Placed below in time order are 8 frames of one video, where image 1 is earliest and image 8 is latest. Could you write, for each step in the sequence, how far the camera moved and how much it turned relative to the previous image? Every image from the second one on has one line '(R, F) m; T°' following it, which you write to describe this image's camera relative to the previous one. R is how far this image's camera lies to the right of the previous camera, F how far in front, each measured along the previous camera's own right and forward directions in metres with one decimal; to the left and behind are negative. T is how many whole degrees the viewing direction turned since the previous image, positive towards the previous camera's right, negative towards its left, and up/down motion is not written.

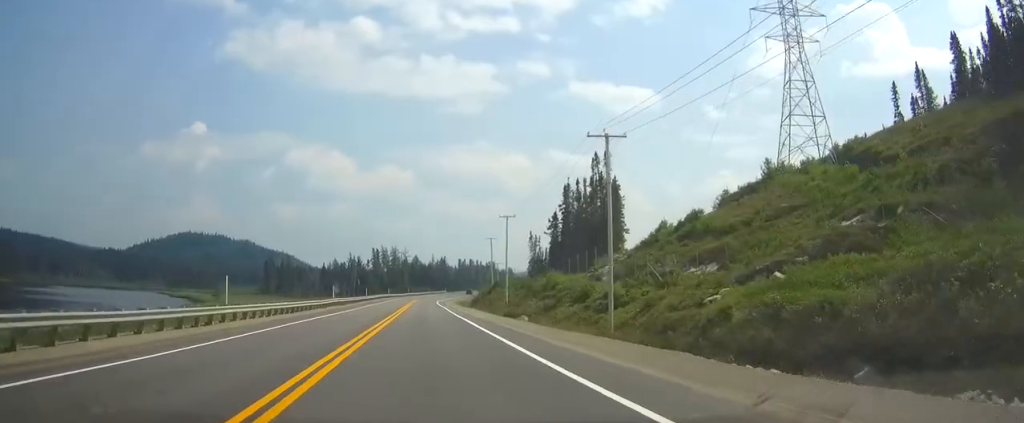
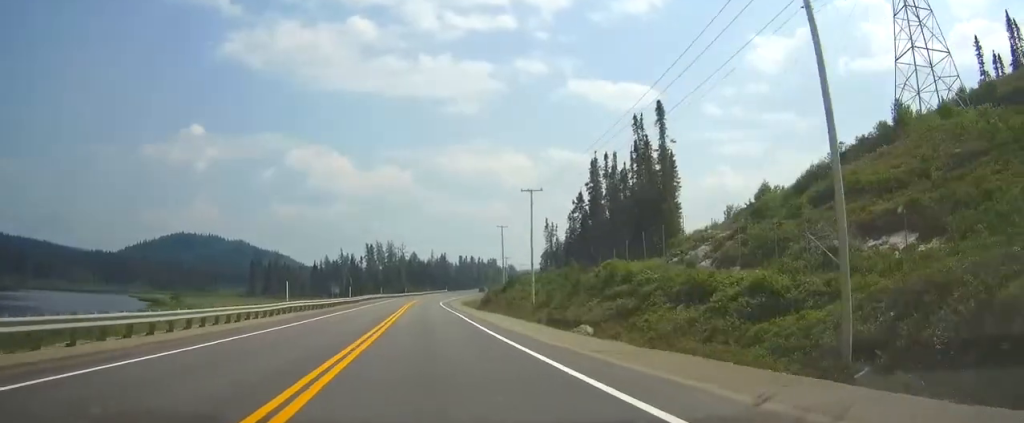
(0.0, +23.9) m; 0°
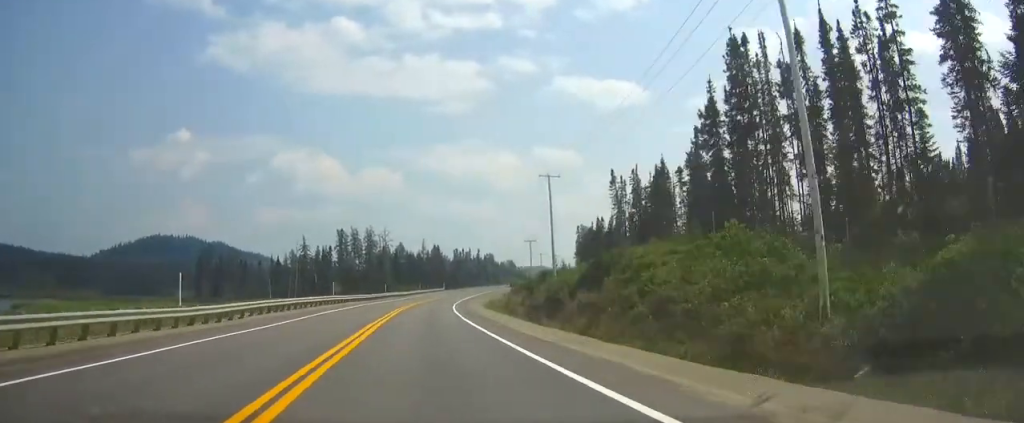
(0.0, +58.4) m; 0°
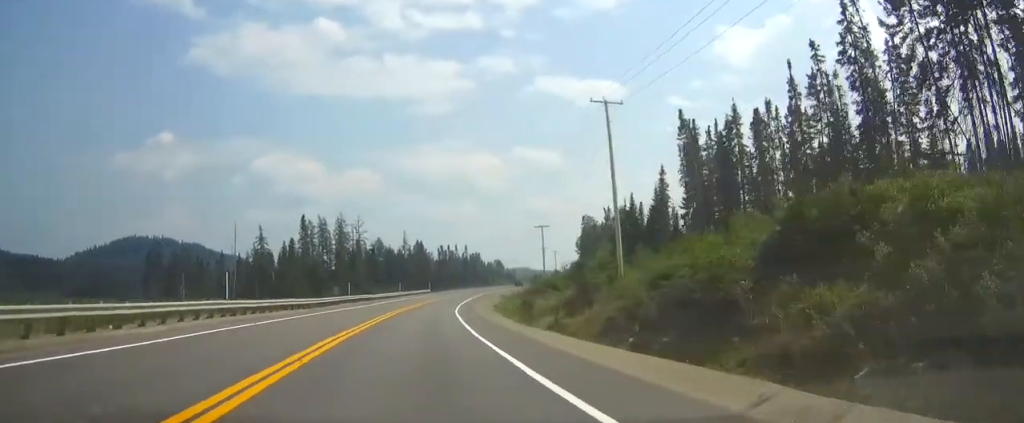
(0.0, +31.3) m; -1°
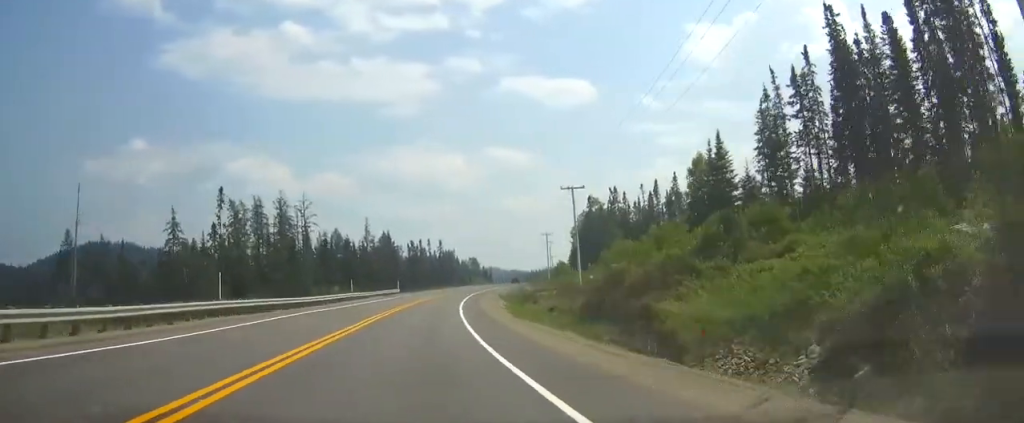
(+0.1, +38.7) m; +5°
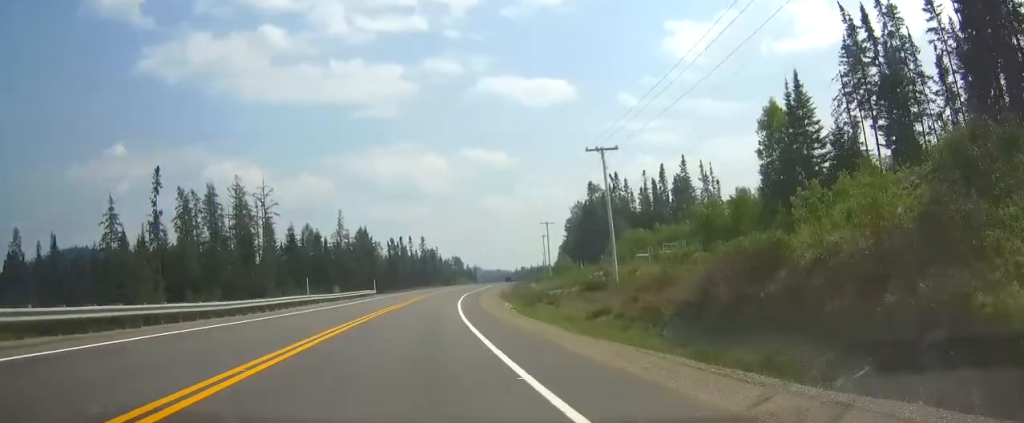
(+1.4, +17.9) m; +3°
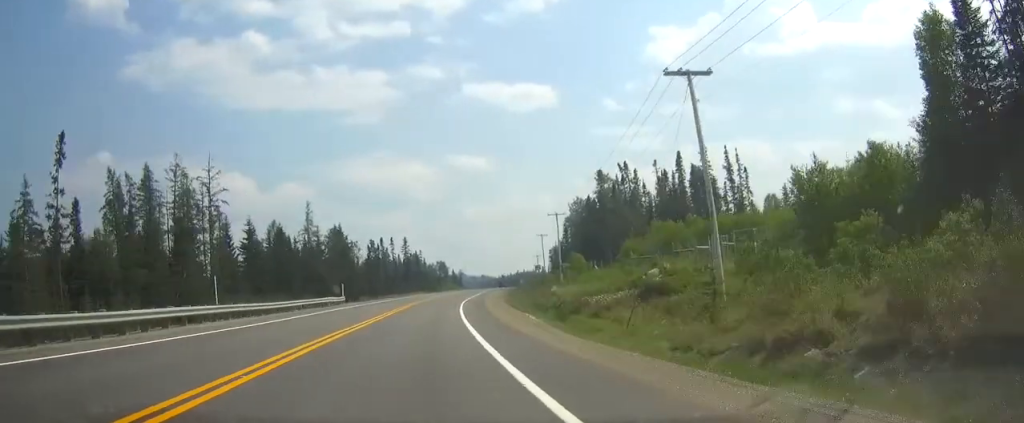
(+0.5, +20.1) m; +1°
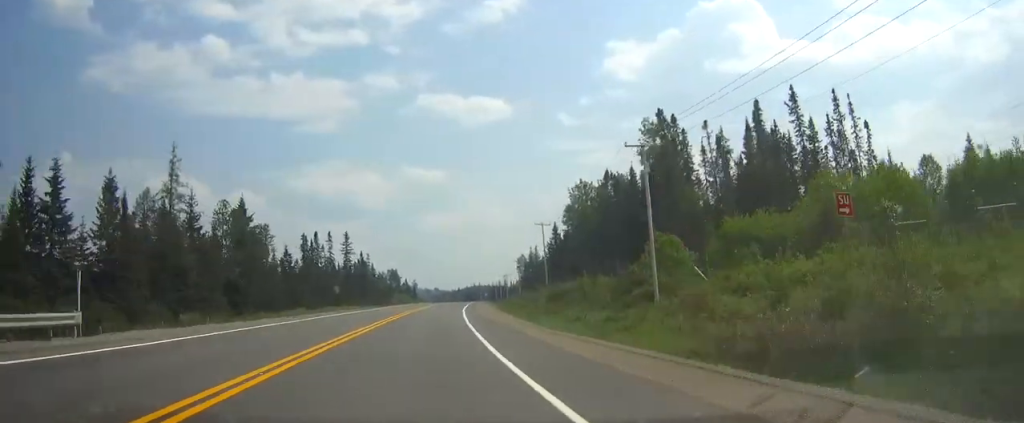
(0.0, +48.8) m; 0°
